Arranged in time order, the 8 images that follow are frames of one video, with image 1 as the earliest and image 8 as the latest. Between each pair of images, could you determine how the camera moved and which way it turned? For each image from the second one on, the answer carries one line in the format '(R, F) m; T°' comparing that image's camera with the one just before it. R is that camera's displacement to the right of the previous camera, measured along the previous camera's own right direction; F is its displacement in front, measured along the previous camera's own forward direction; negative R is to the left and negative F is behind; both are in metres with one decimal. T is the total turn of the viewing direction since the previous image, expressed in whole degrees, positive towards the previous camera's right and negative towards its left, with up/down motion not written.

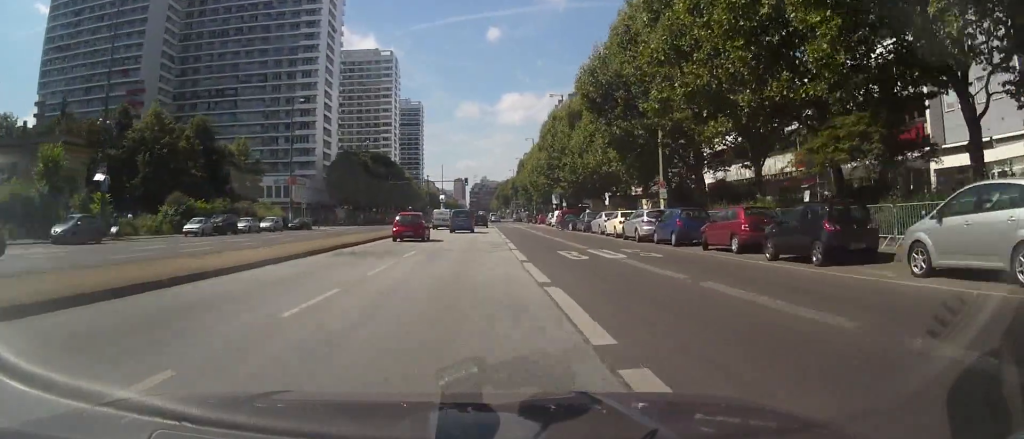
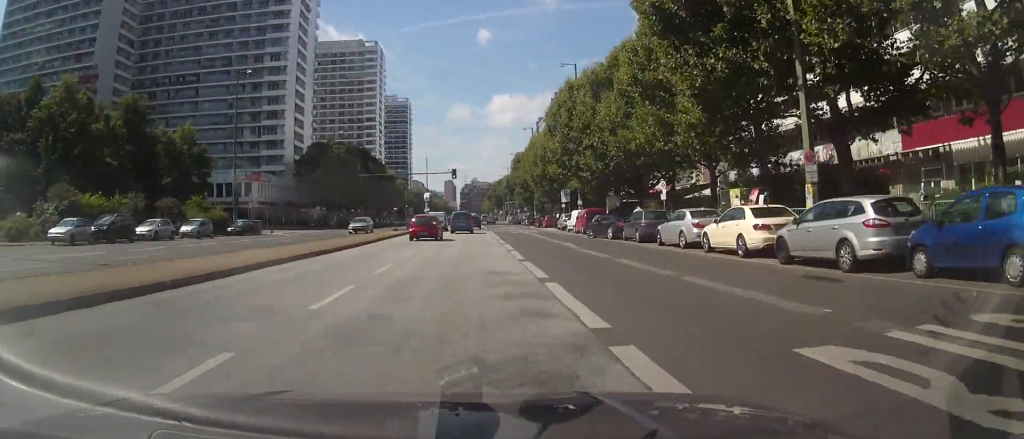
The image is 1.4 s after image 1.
(-0.3, +17.1) m; 0°
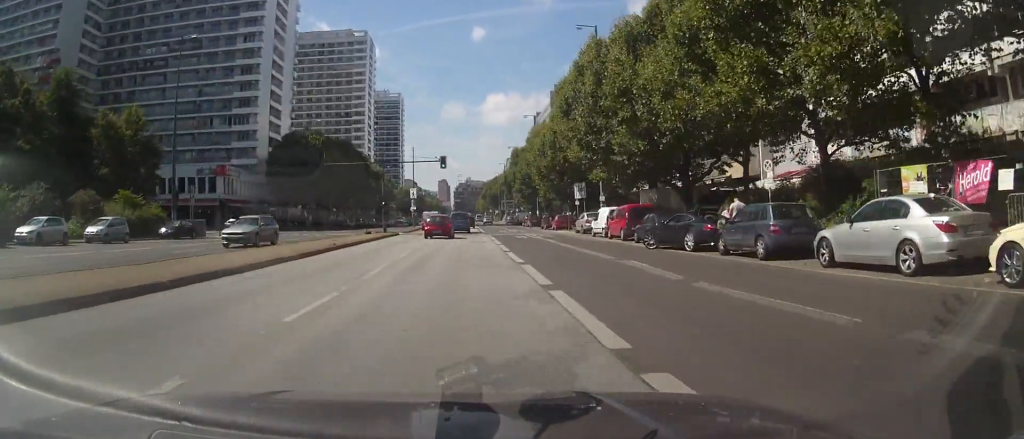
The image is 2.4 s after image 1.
(+0.5, +13.0) m; 0°
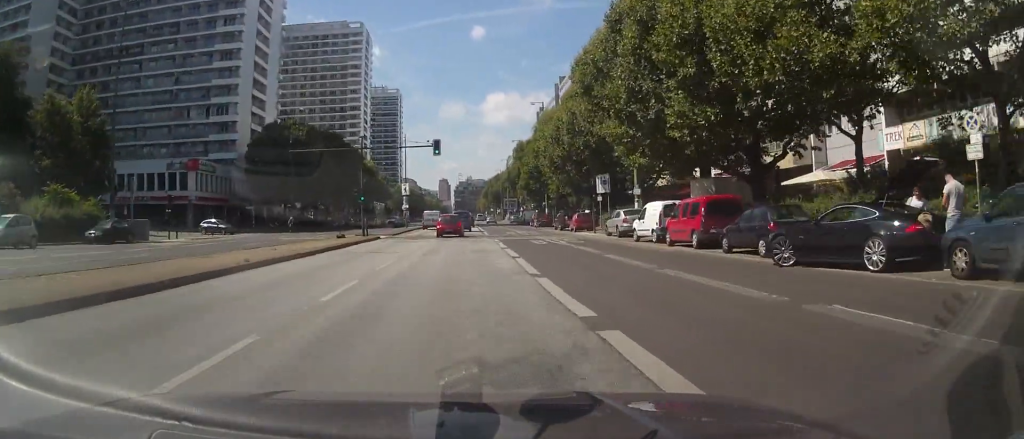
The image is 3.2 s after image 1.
(-0.4, +10.2) m; 0°
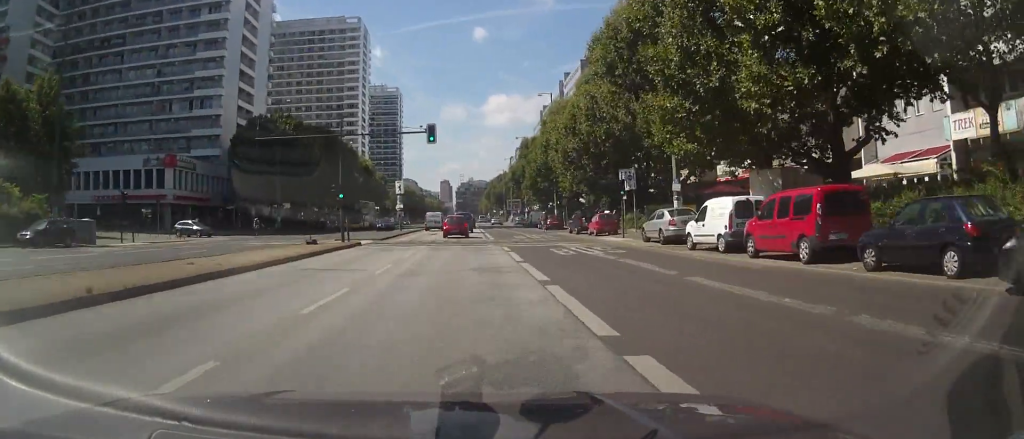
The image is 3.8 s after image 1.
(+0.1, +7.3) m; +1°
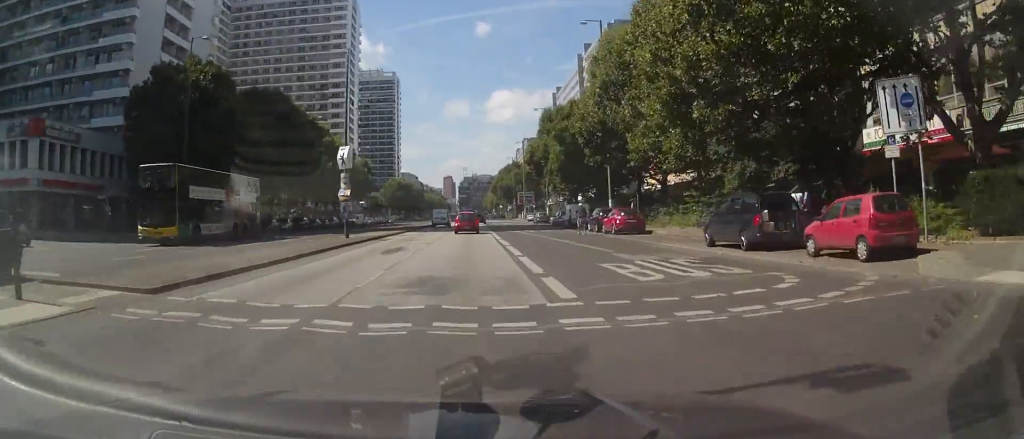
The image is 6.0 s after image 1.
(+0.4, +28.2) m; 0°
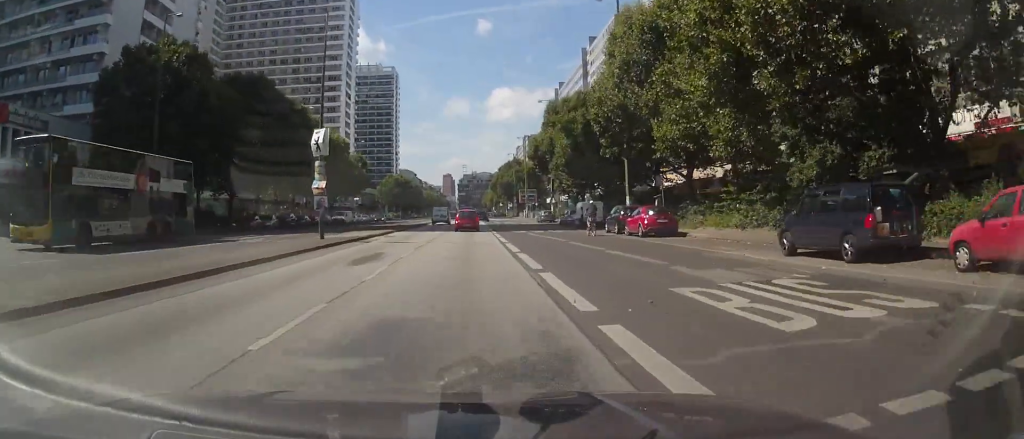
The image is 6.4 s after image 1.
(0.0, +5.6) m; 0°
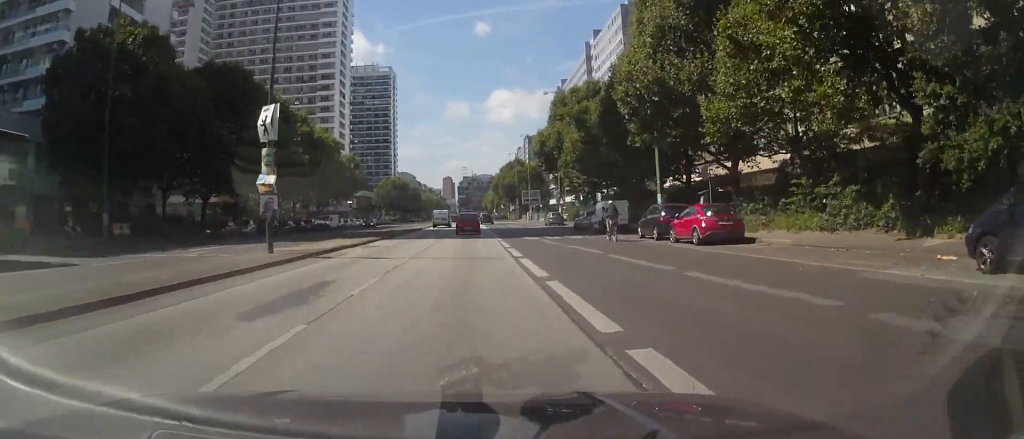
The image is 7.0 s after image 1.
(0.0, +7.3) m; 0°
